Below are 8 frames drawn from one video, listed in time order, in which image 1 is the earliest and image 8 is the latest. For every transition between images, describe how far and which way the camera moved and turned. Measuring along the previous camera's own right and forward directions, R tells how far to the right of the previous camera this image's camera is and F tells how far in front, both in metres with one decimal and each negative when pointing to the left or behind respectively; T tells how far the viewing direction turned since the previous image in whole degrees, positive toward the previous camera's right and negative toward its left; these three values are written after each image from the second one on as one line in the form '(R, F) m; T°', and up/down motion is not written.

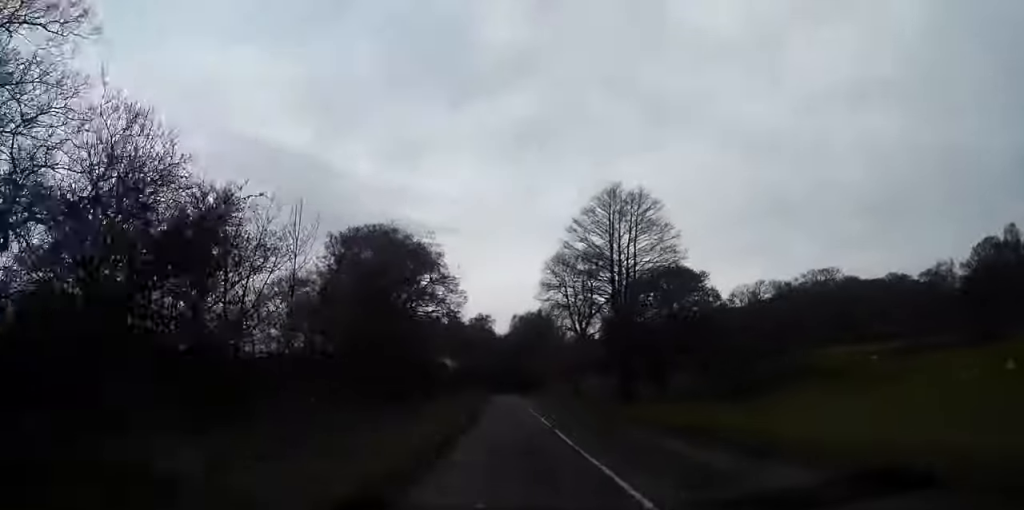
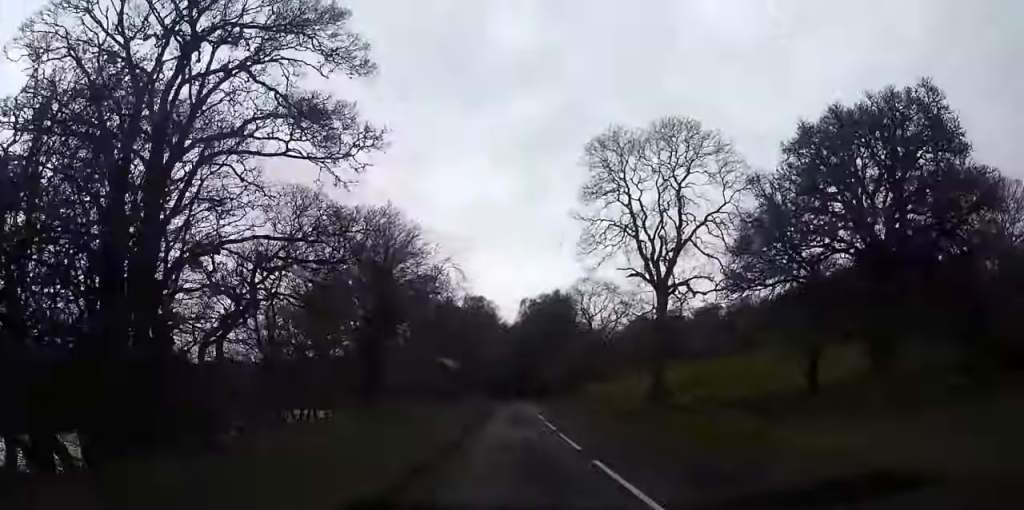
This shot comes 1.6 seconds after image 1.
(-0.9, +41.4) m; -1°
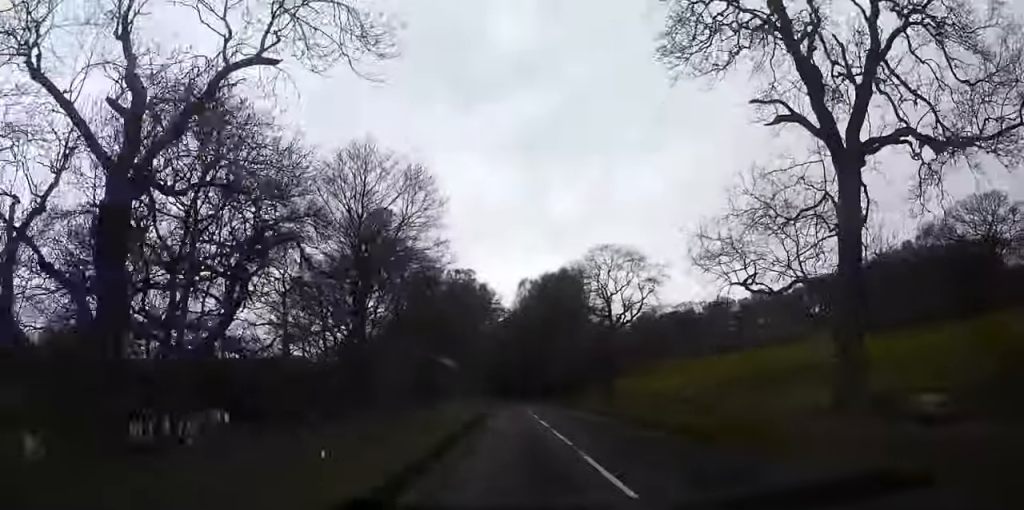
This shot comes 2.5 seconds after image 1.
(0.0, +25.8) m; 0°
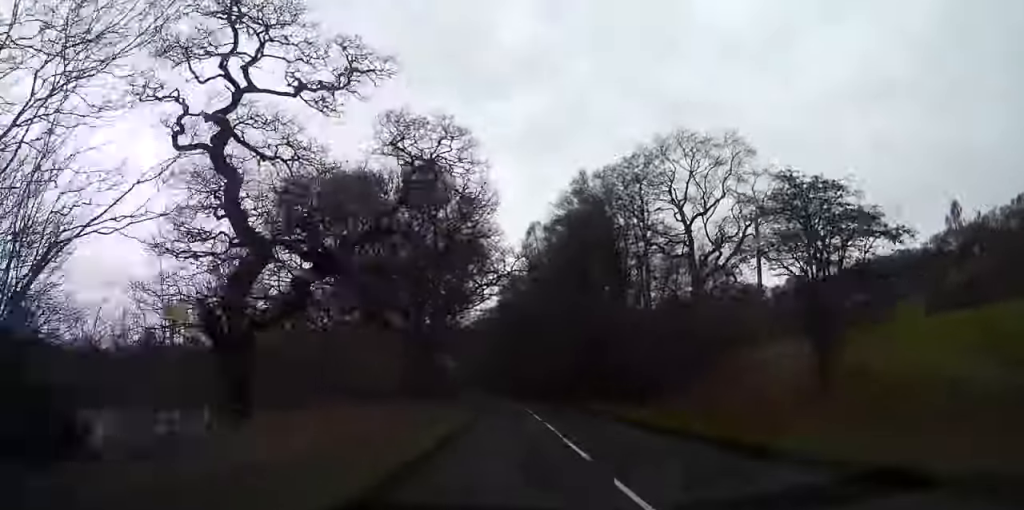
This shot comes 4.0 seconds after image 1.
(0.0, +40.0) m; 0°
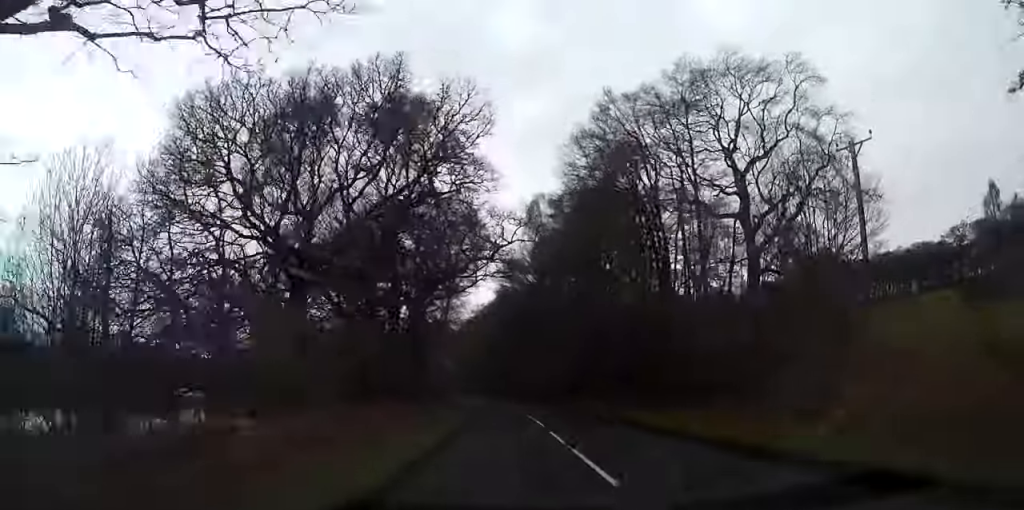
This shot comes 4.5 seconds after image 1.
(-0.1, +12.4) m; 0°
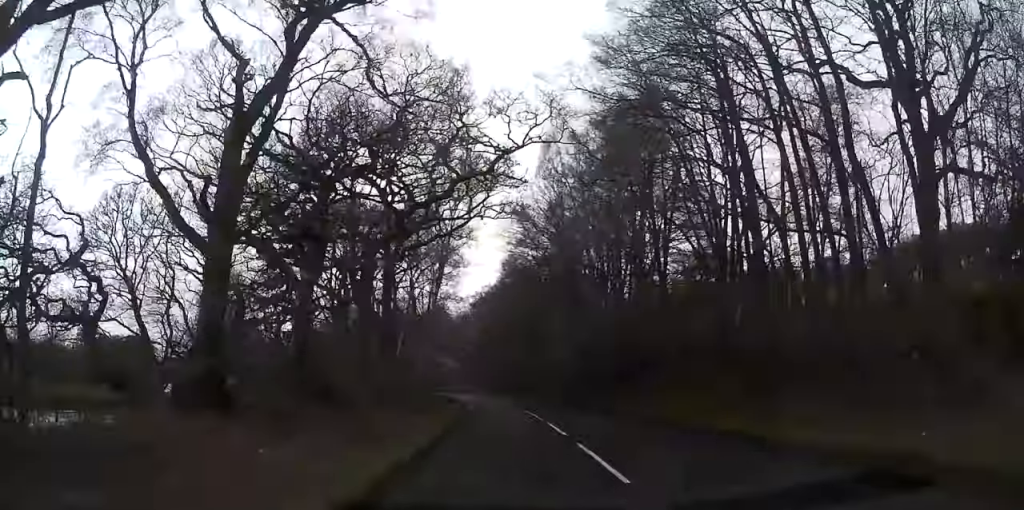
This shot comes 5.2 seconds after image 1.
(0.0, +17.9) m; -1°
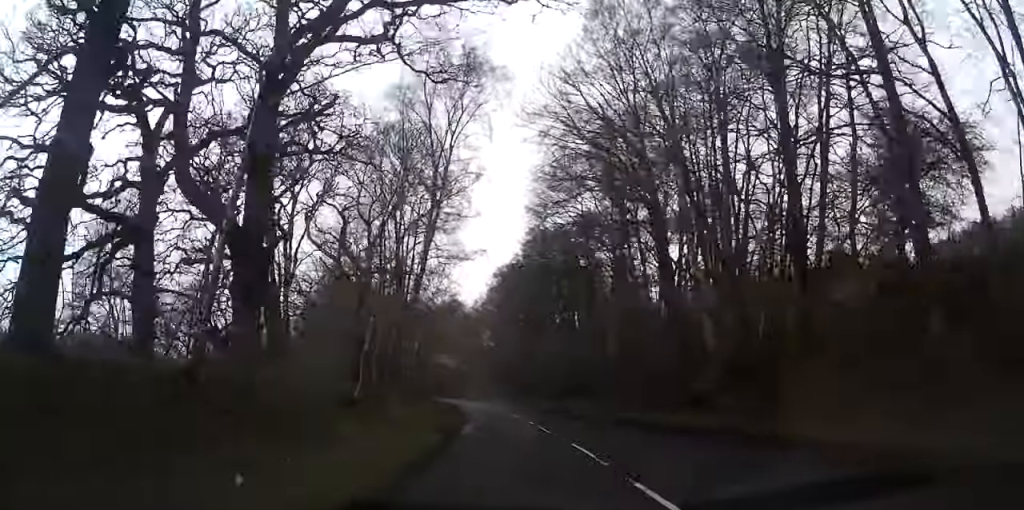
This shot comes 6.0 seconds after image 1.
(-0.1, +23.3) m; -1°
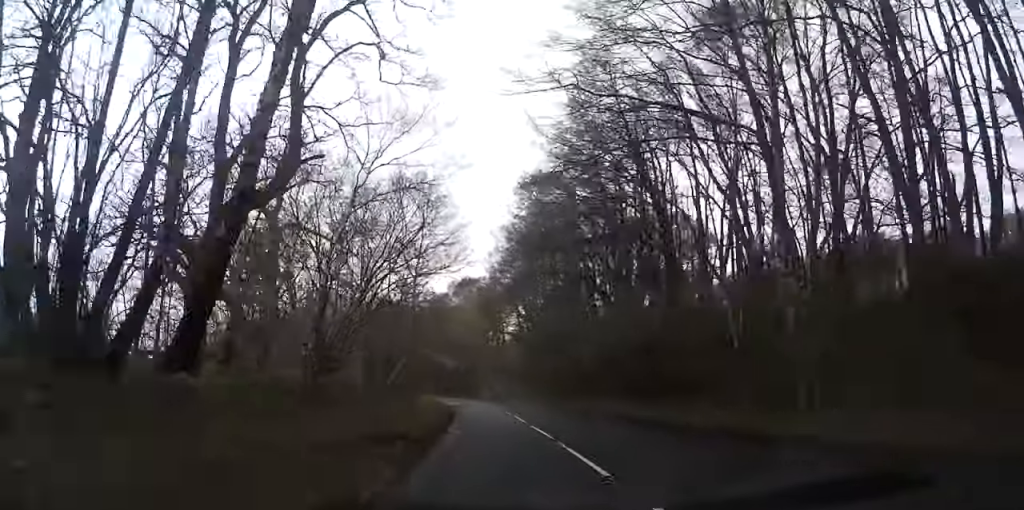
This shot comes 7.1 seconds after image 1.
(-0.4, +28.9) m; -2°
